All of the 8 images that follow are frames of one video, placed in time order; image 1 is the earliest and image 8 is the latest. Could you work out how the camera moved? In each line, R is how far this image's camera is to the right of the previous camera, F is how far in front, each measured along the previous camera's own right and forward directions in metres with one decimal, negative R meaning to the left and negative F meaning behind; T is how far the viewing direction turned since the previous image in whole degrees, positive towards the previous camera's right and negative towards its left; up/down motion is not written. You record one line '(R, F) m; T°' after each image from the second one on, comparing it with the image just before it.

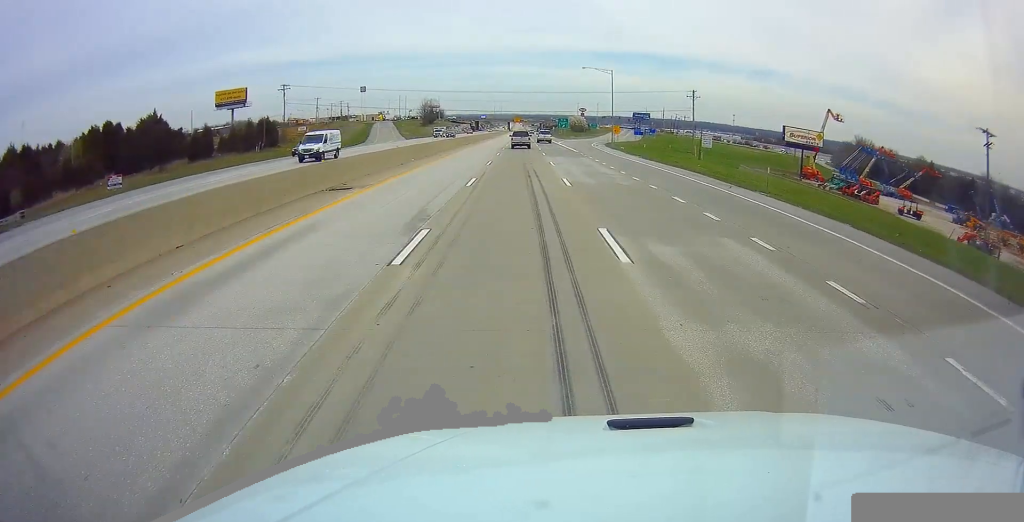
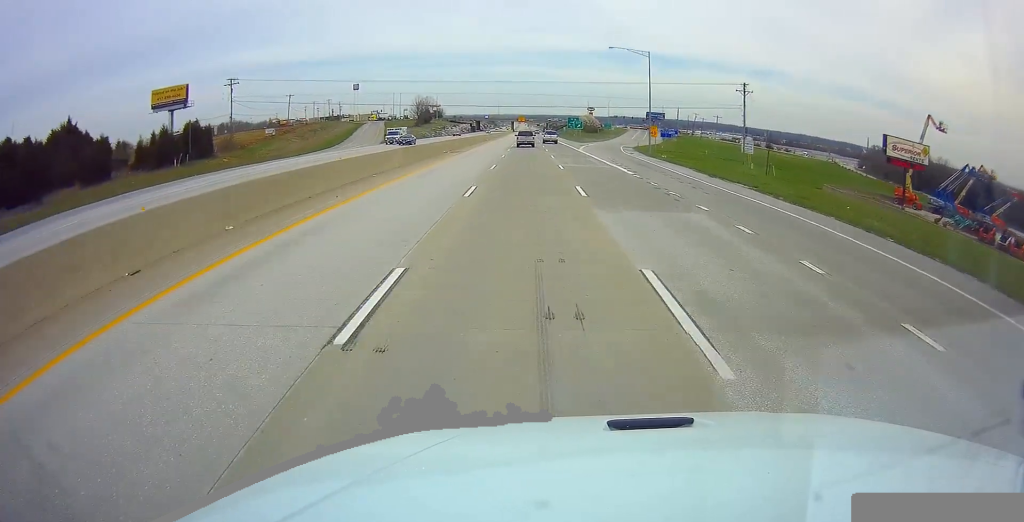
(+0.1, +28.1) m; 0°
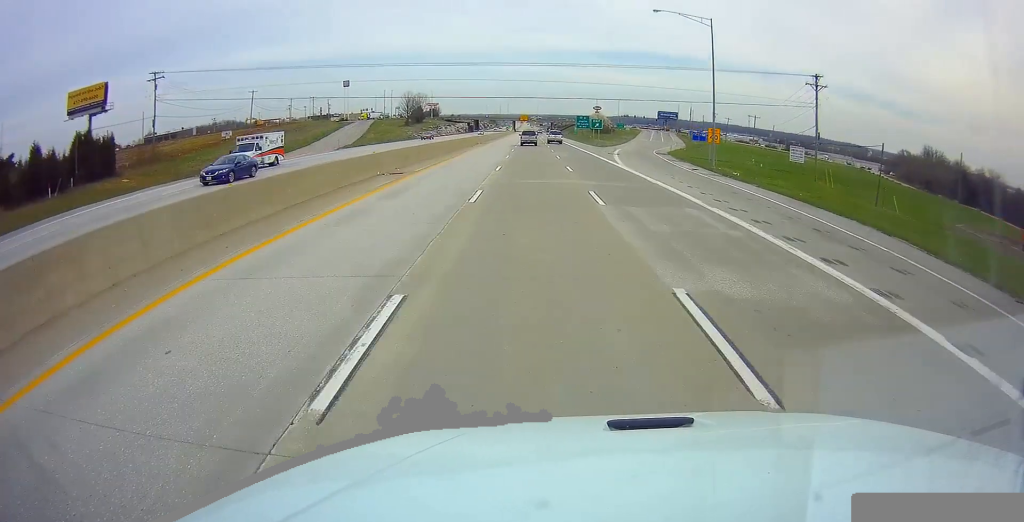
(-0.3, +26.1) m; 0°
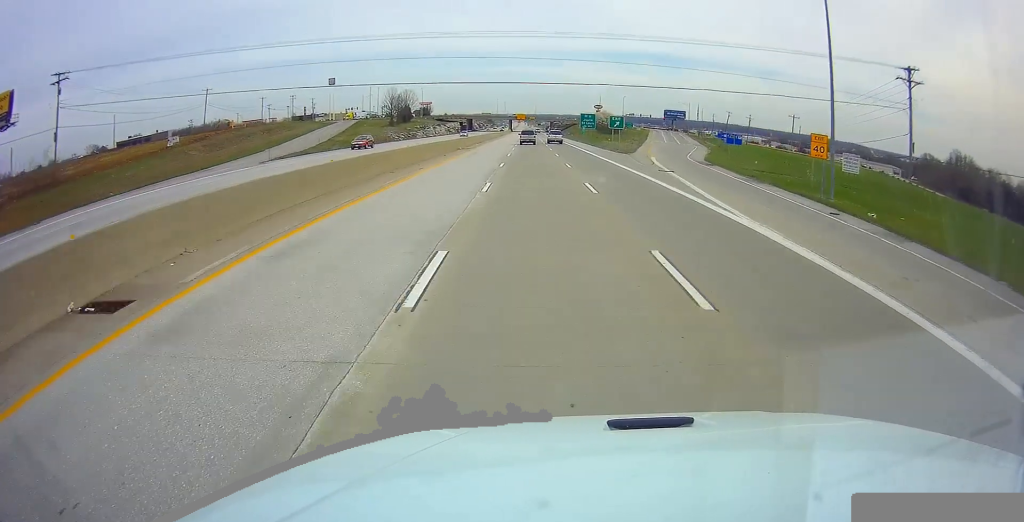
(+0.4, +22.0) m; +1°
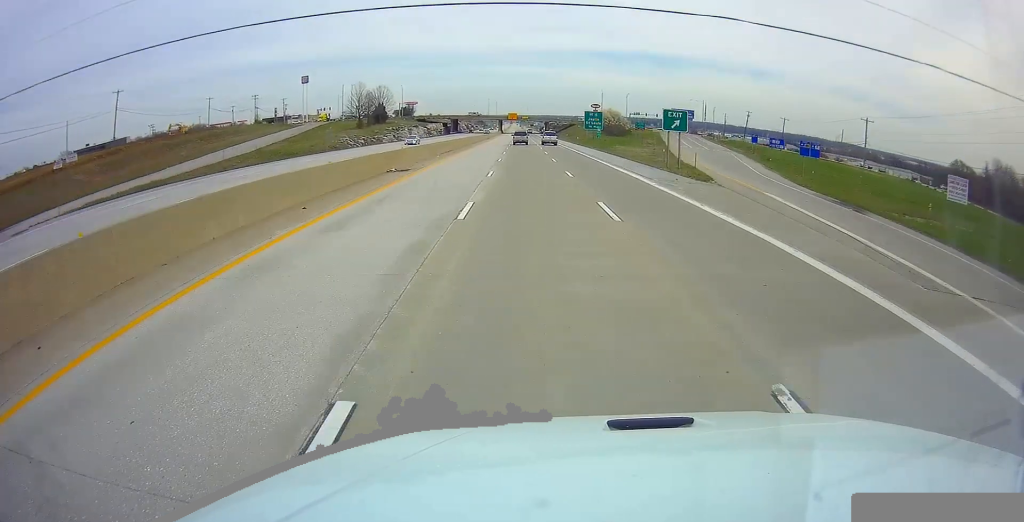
(0.0, +29.9) m; -1°
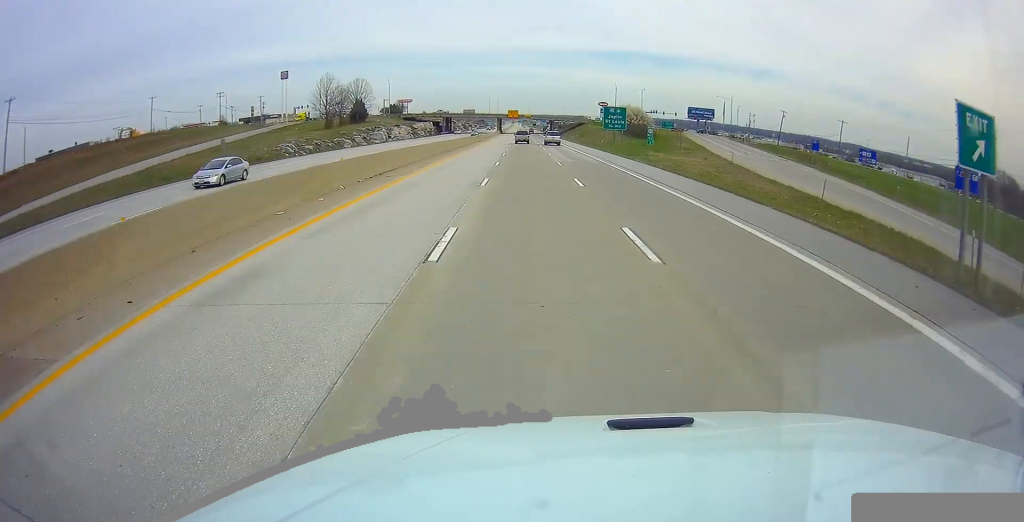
(-0.7, +28.9) m; 0°
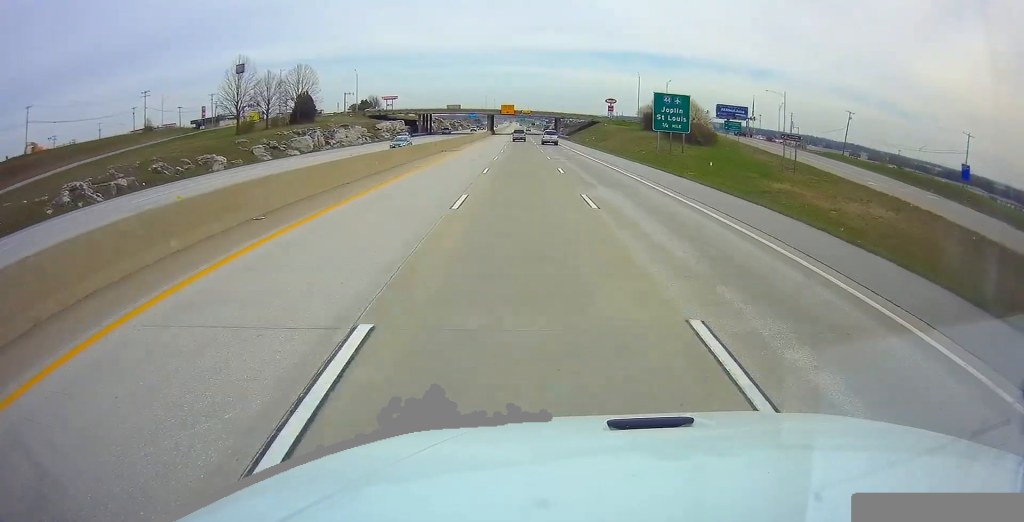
(+0.9, +42.8) m; +2°
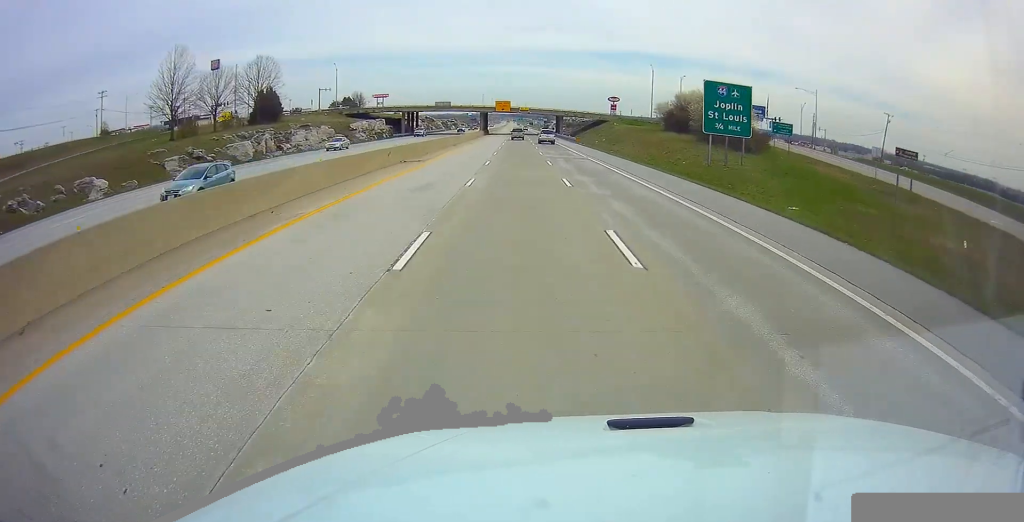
(-0.1, +18.9) m; +1°
